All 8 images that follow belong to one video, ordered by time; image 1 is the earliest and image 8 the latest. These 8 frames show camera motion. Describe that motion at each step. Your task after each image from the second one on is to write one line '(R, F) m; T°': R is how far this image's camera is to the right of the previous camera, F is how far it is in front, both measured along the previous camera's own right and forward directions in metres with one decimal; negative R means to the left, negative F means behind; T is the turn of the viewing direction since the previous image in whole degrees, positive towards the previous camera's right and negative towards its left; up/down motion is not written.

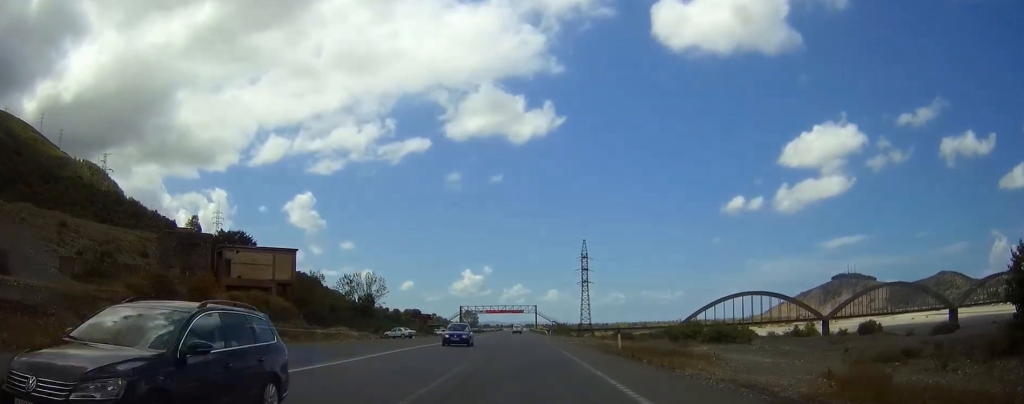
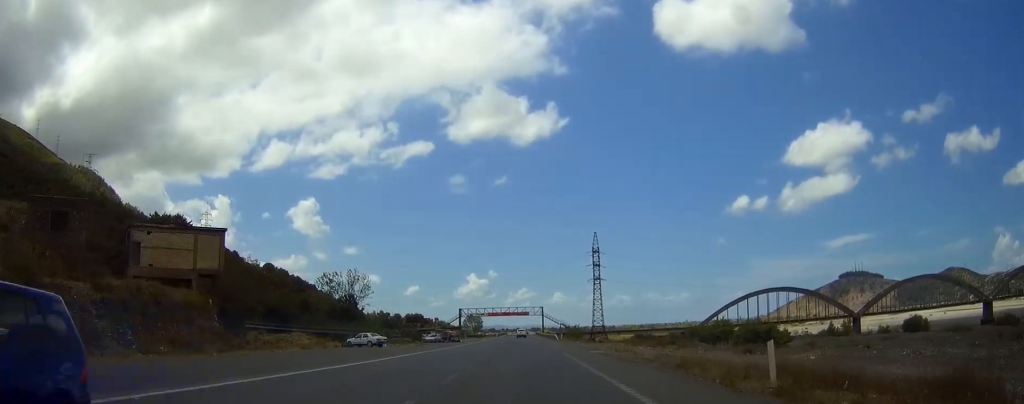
(-0.2, +20.7) m; -1°
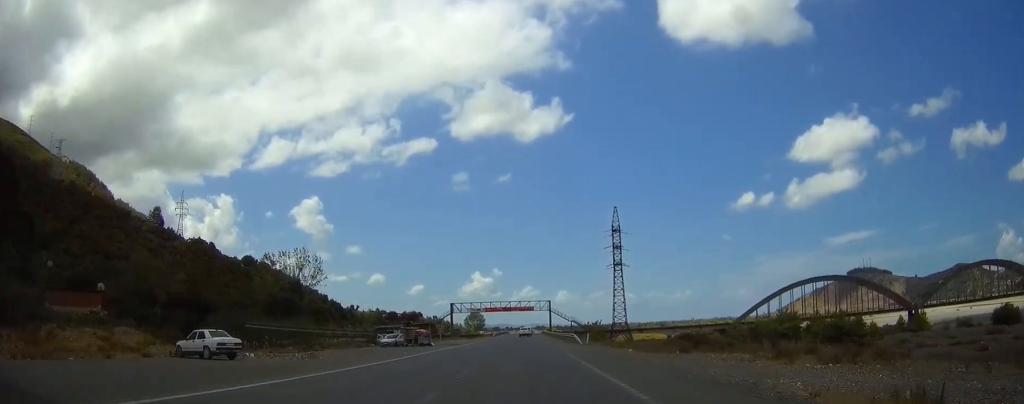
(-0.3, +35.2) m; 0°
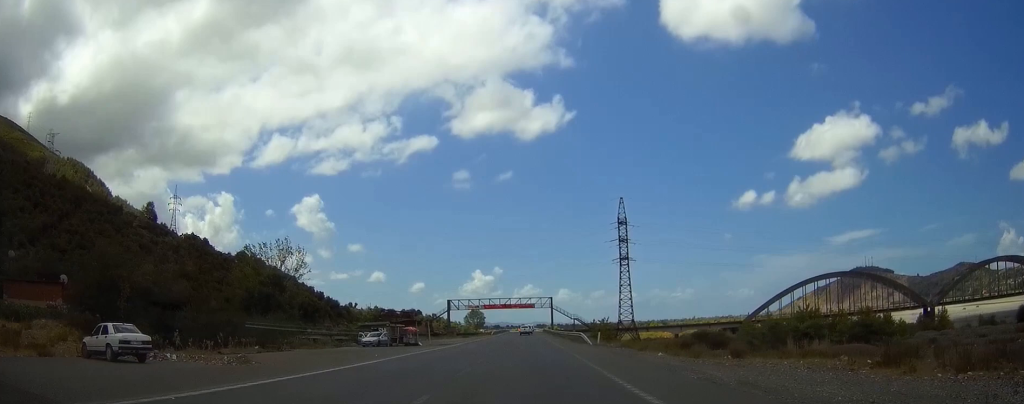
(0.0, +8.9) m; 0°
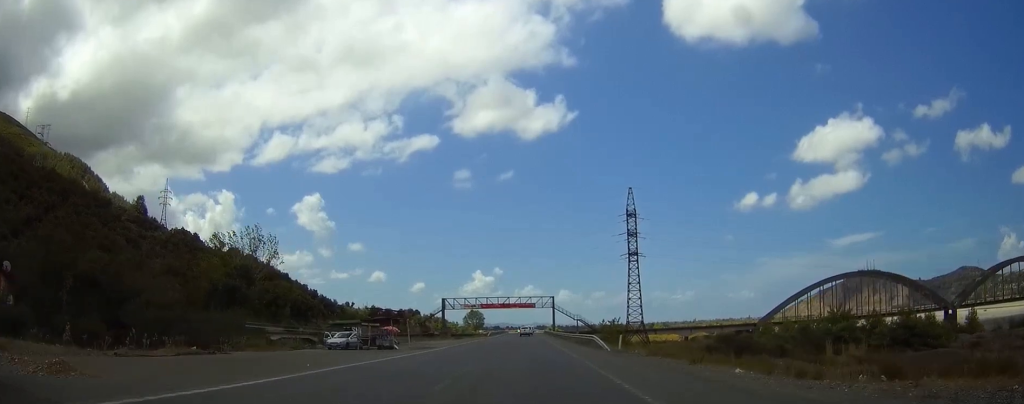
(0.0, +11.8) m; 0°
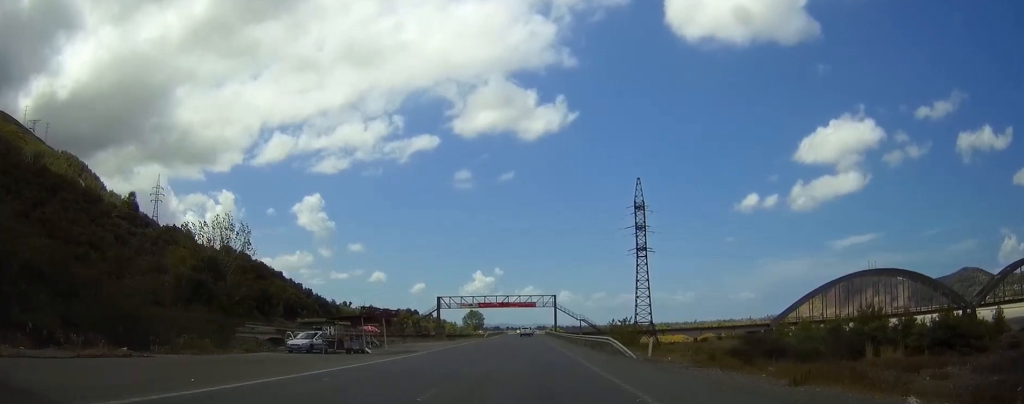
(0.0, +9.4) m; 0°
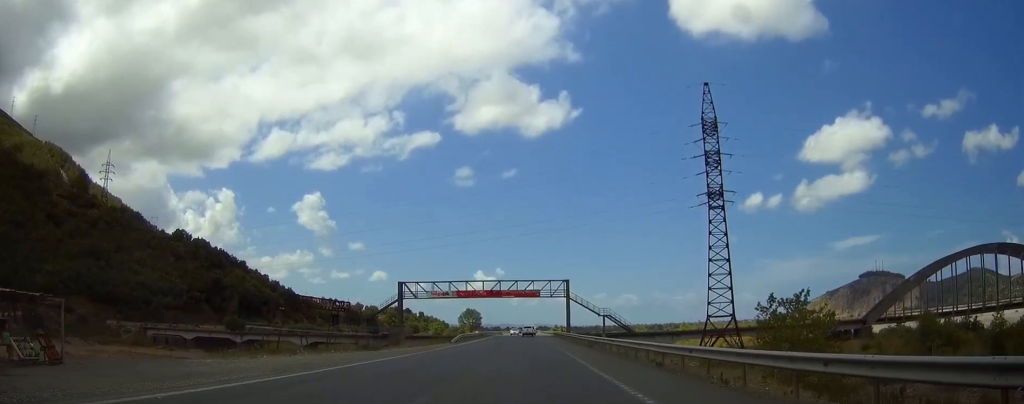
(-0.1, +48.5) m; 0°
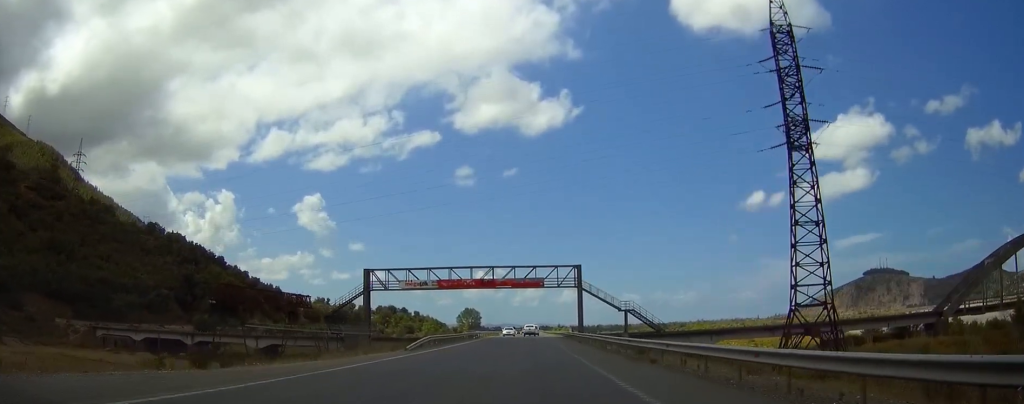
(0.0, +23.7) m; 0°
